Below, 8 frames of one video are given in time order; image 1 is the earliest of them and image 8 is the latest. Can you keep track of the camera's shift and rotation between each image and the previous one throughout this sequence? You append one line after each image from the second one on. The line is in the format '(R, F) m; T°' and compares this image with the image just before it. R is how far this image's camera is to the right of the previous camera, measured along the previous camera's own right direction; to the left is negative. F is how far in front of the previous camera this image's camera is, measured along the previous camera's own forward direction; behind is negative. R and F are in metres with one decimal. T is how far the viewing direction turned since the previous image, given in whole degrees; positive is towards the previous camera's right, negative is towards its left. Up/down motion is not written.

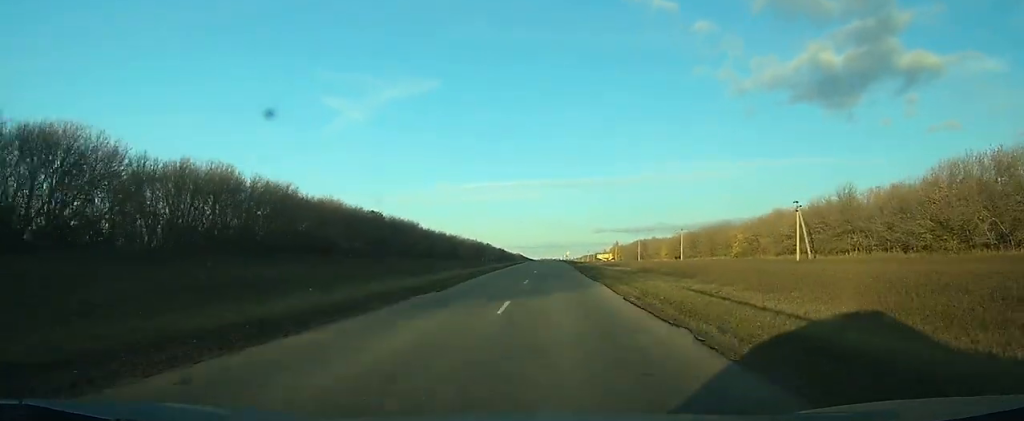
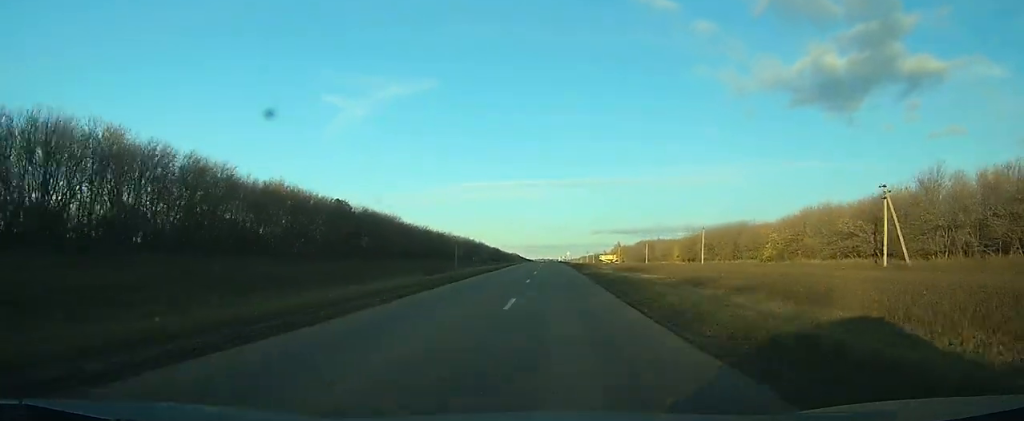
(0.0, +24.0) m; 0°
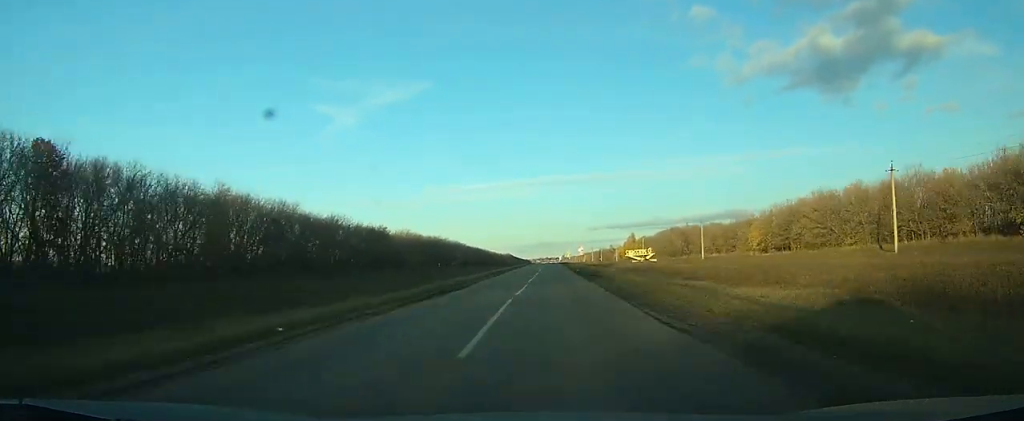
(+0.1, +75.6) m; 0°
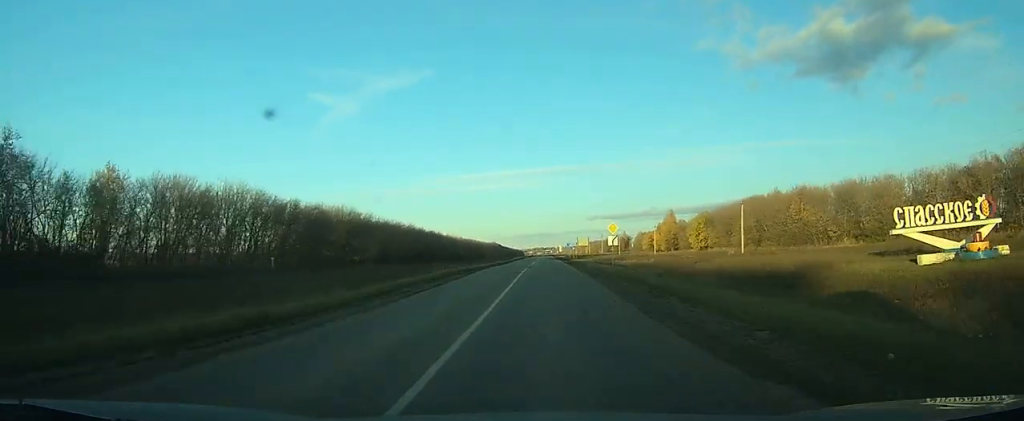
(+0.3, +108.1) m; 0°
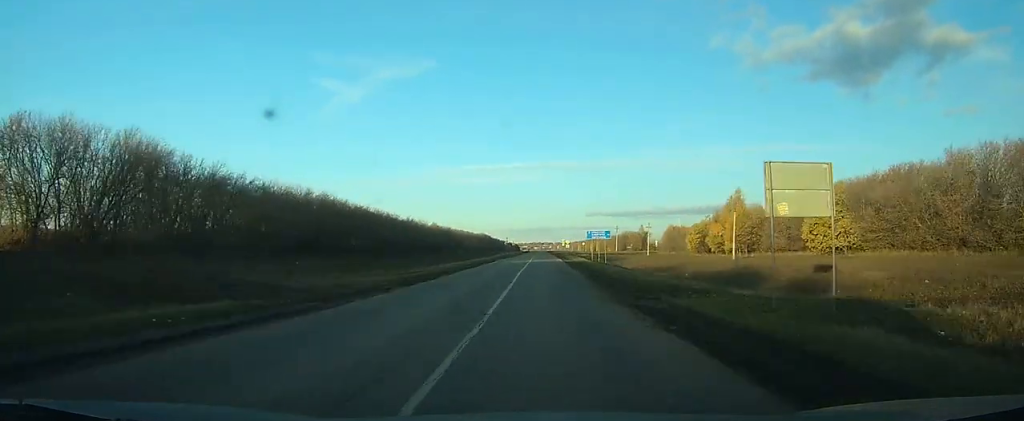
(-0.2, +74.7) m; 0°
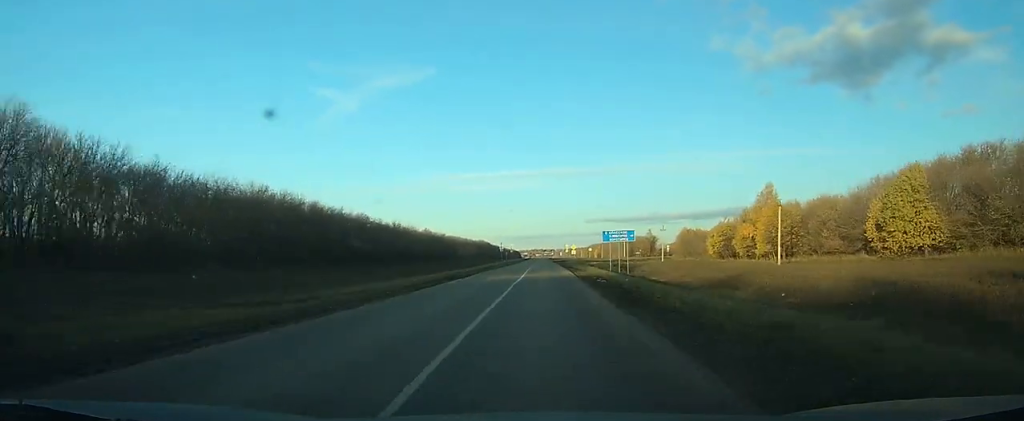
(0.0, +19.1) m; 0°
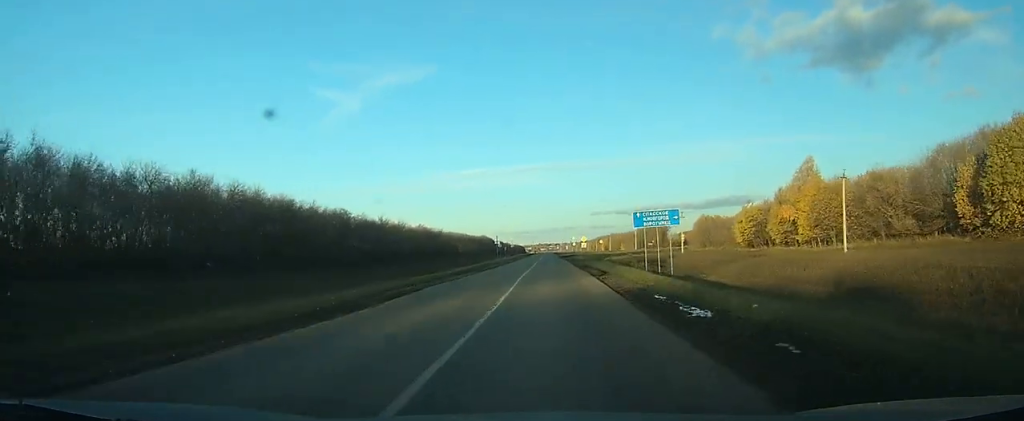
(0.0, +16.5) m; 0°
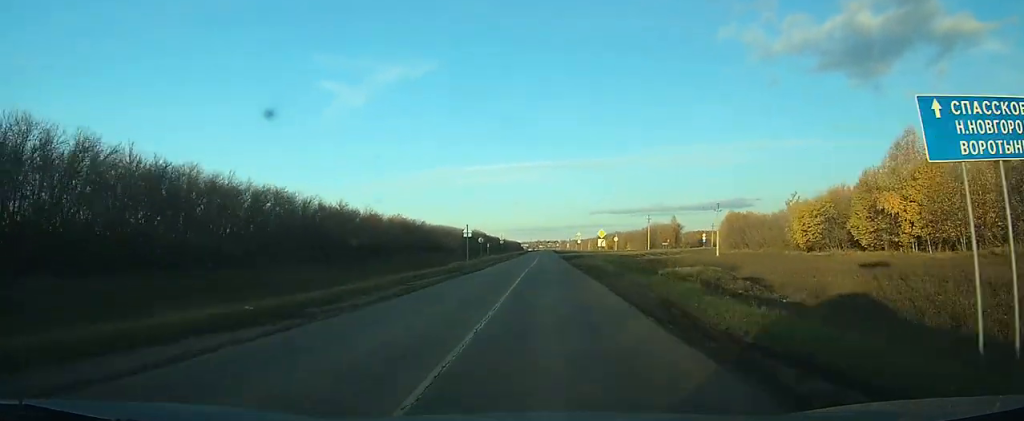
(0.0, +28.6) m; 0°
